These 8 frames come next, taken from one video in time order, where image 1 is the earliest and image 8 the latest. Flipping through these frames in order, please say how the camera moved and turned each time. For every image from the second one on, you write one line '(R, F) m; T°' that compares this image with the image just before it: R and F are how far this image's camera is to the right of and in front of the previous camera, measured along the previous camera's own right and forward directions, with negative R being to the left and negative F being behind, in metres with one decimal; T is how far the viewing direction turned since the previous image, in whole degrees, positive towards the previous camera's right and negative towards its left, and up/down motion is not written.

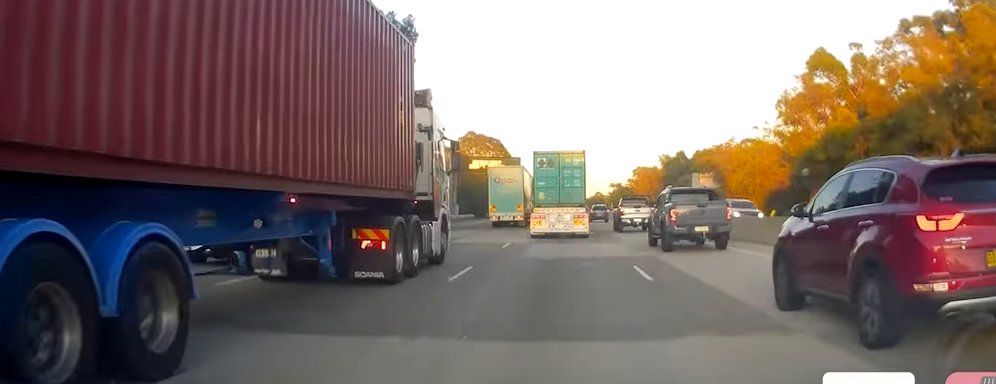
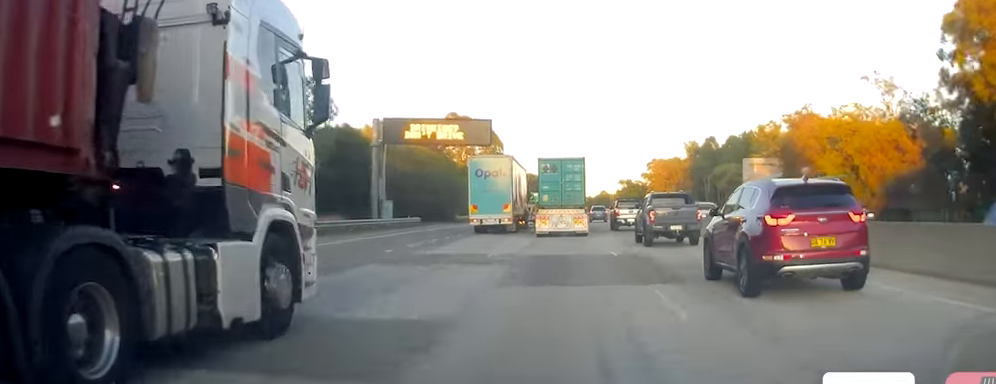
(-0.6, +39.8) m; 0°
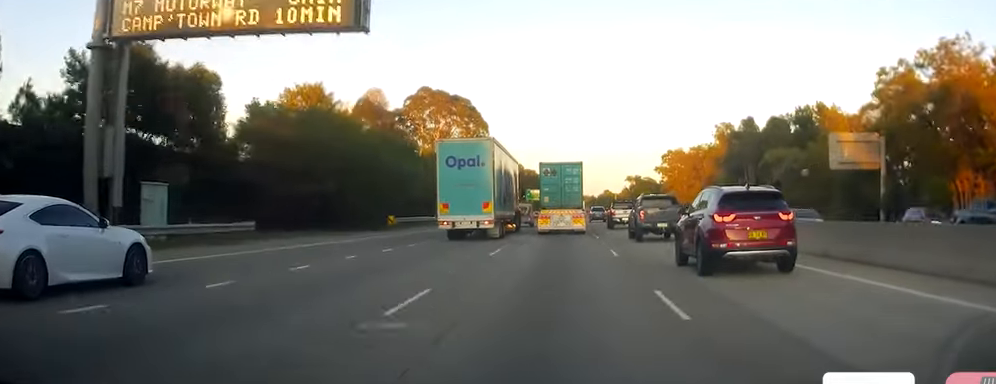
(+0.7, +35.5) m; 0°
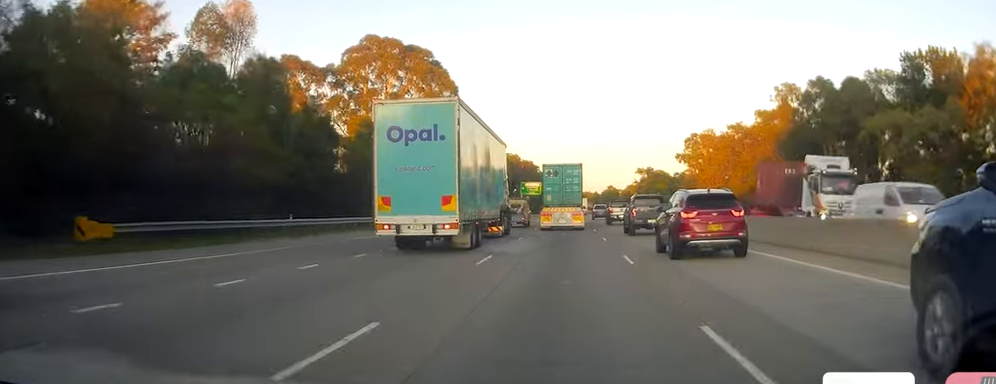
(-0.7, +39.1) m; -1°
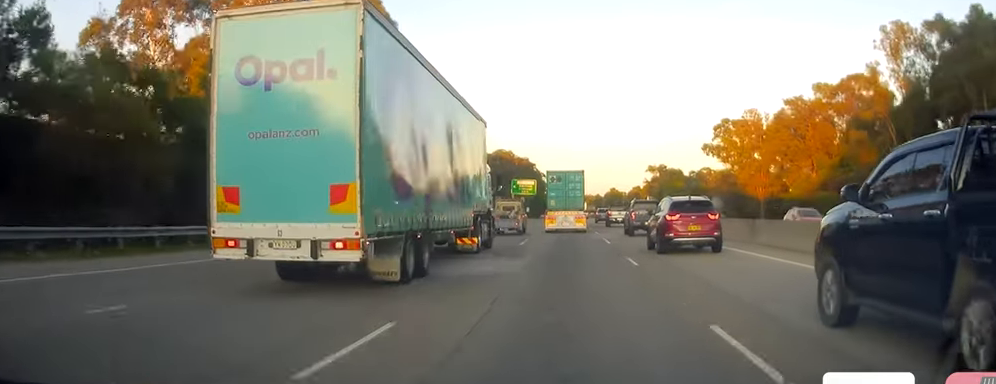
(+0.2, +35.0) m; 0°
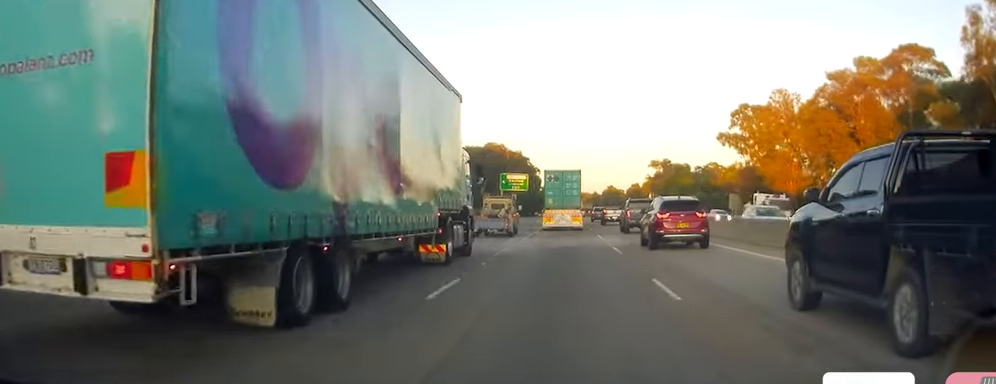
(-0.1, +18.1) m; 0°
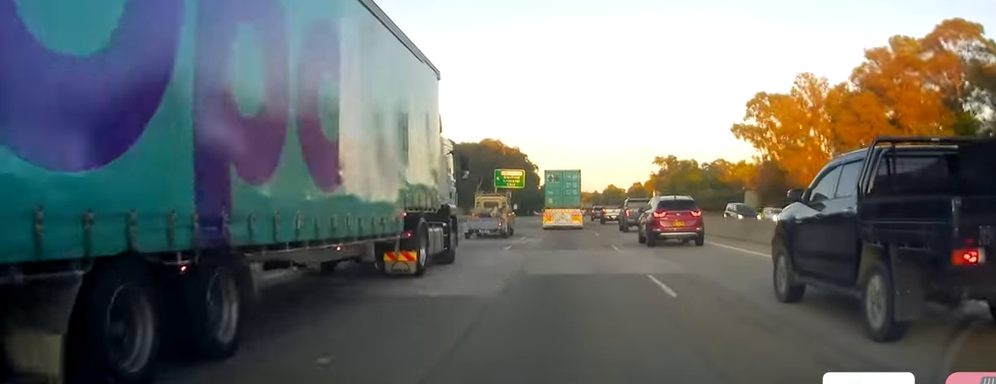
(+0.2, +11.3) m; 0°
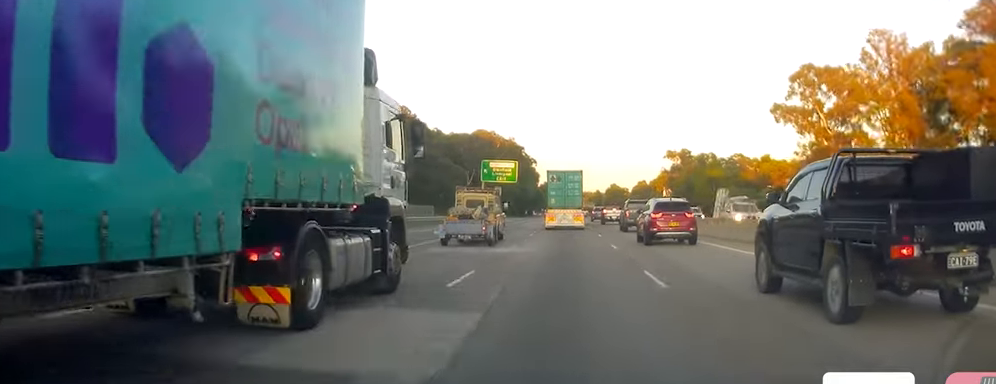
(+0.1, +22.0) m; 0°
